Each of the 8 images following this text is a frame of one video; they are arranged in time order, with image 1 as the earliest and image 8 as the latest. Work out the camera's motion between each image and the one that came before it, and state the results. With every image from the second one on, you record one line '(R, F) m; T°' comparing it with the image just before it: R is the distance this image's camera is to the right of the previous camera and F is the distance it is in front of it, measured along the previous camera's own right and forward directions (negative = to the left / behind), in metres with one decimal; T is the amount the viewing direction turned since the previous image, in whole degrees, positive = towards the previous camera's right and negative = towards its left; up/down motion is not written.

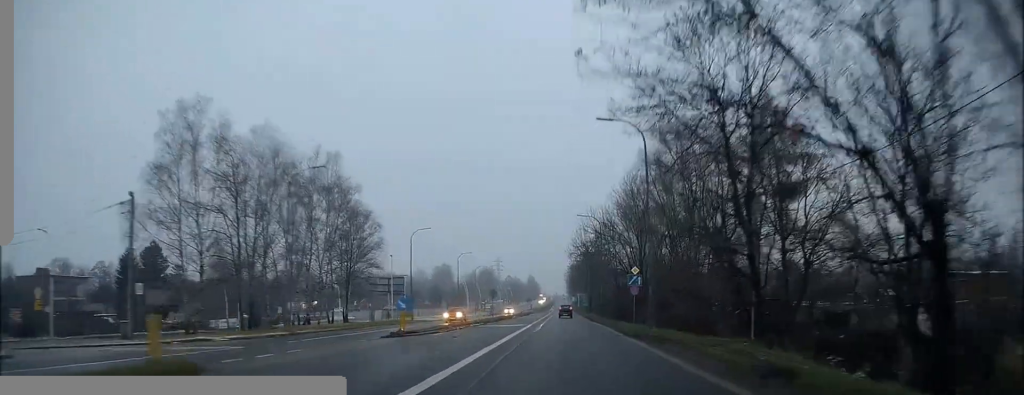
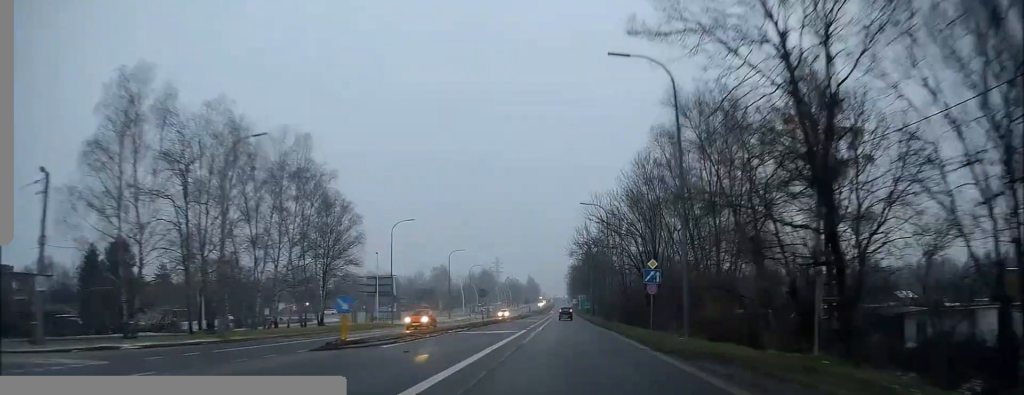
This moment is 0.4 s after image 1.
(0.0, +7.7) m; 0°
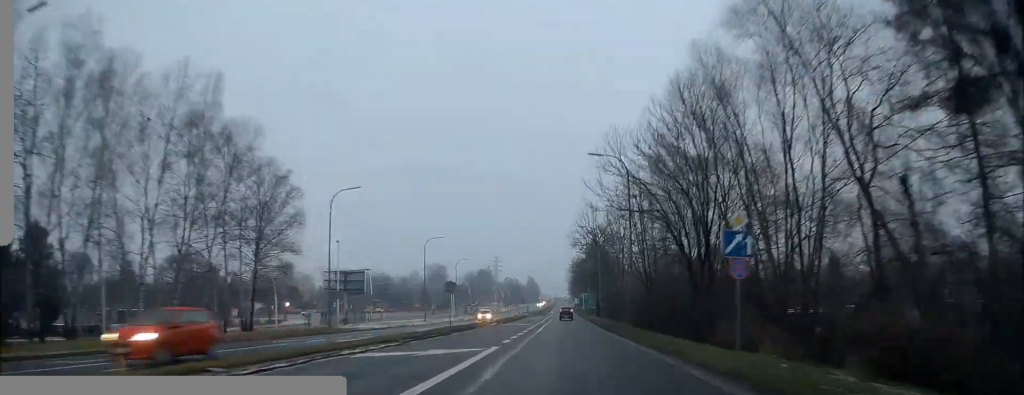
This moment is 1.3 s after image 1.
(+0.1, +16.1) m; 0°
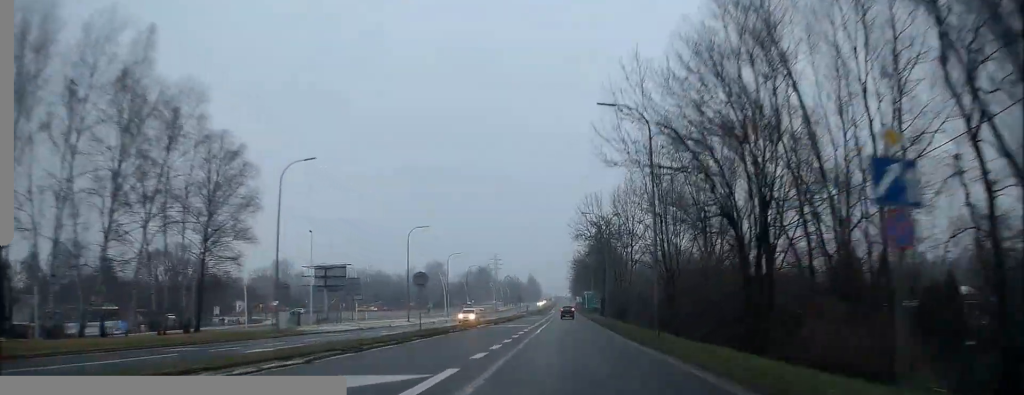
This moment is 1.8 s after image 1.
(0.0, +8.3) m; 0°
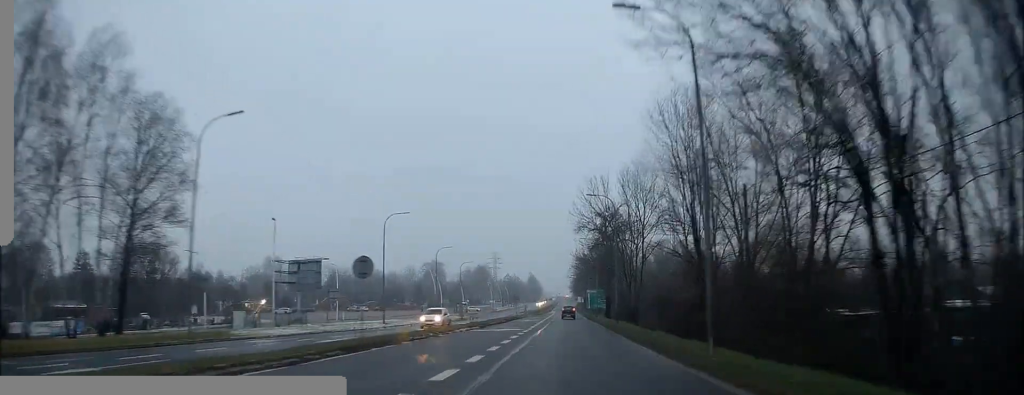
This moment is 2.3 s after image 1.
(0.0, +9.0) m; 0°
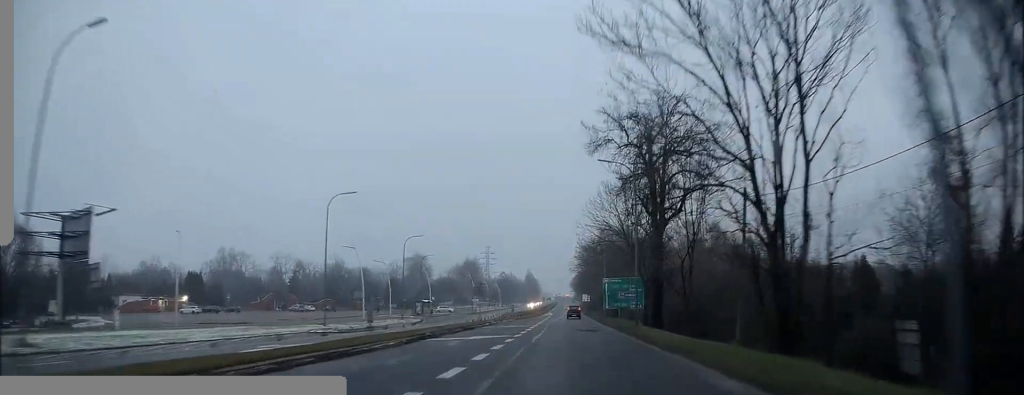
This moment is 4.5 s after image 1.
(0.0, +40.0) m; 0°
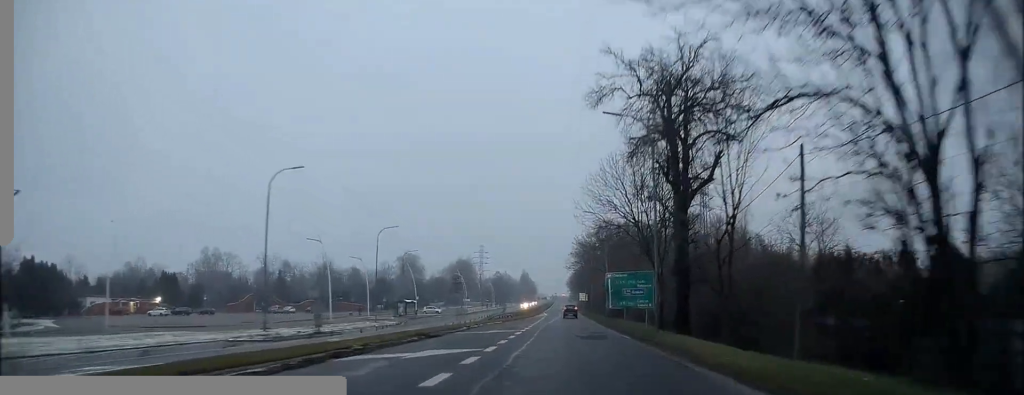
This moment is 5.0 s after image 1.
(0.0, +9.0) m; 0°
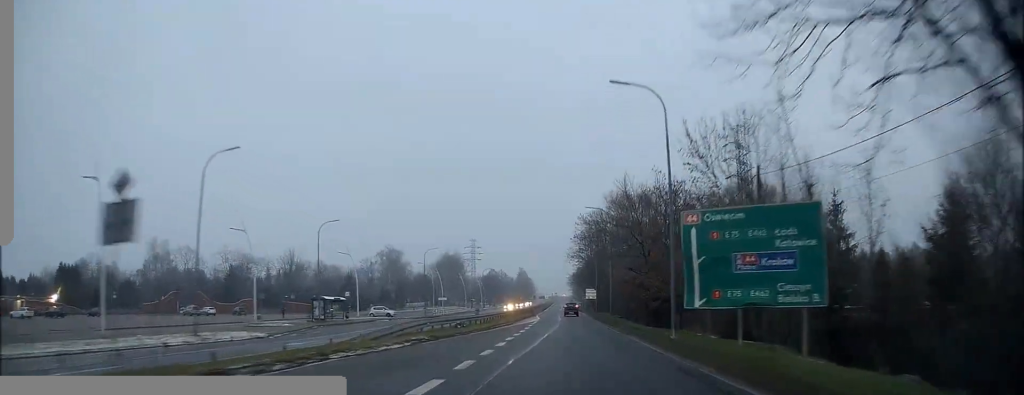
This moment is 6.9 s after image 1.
(-0.1, +33.0) m; 0°
